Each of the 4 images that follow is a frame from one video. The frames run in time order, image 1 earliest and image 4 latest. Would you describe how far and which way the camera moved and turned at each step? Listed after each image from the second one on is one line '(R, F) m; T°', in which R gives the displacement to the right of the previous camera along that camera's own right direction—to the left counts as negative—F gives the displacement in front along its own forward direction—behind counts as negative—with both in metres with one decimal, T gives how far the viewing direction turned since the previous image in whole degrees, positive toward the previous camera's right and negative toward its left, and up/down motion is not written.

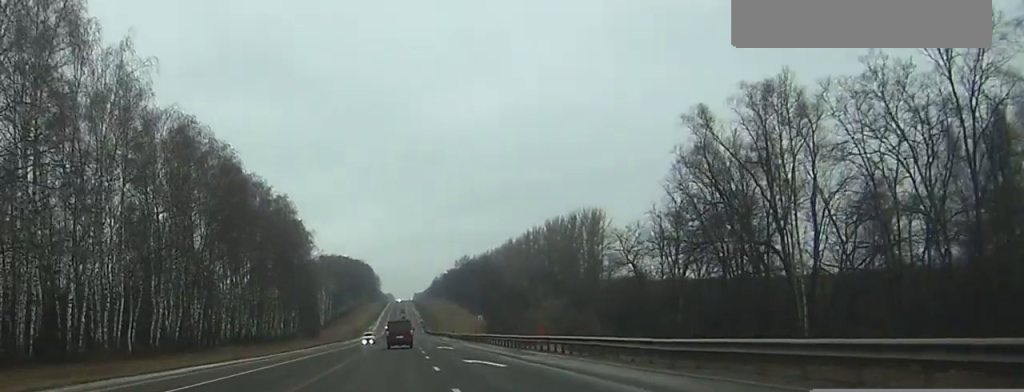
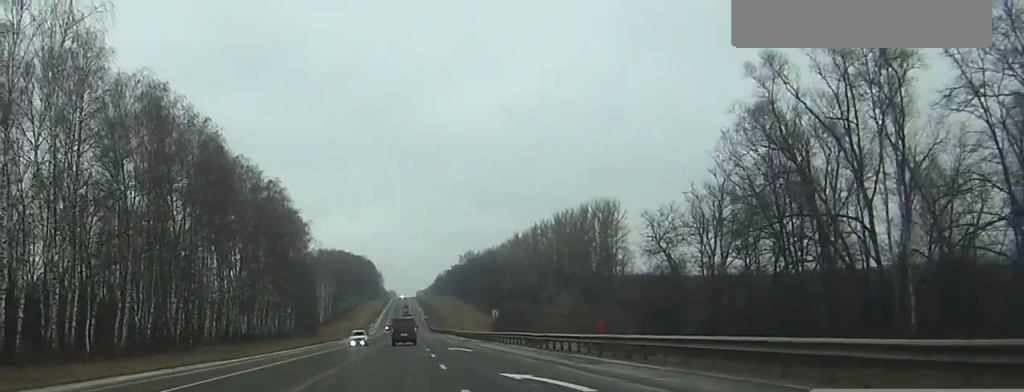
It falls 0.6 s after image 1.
(0.0, +13.0) m; 0°
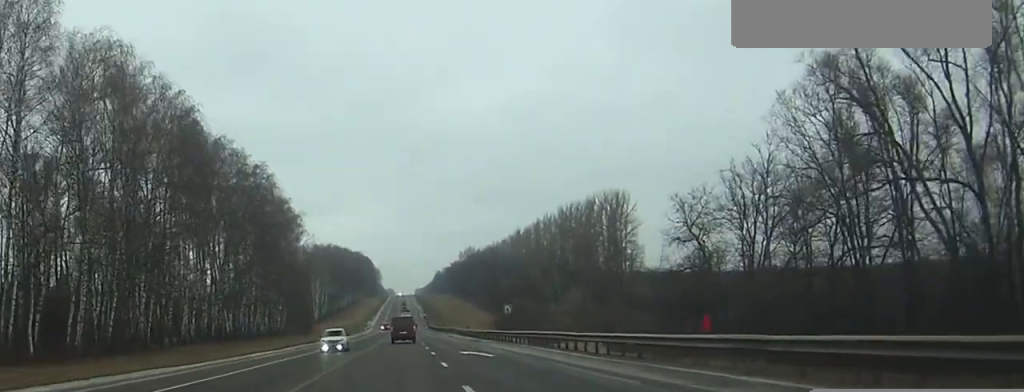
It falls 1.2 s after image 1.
(0.0, +11.7) m; 0°
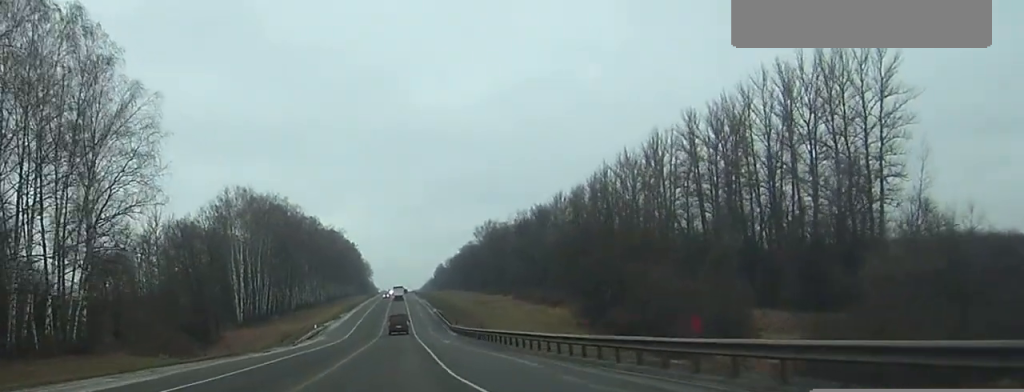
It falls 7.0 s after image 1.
(+0.2, +122.7) m; 0°
